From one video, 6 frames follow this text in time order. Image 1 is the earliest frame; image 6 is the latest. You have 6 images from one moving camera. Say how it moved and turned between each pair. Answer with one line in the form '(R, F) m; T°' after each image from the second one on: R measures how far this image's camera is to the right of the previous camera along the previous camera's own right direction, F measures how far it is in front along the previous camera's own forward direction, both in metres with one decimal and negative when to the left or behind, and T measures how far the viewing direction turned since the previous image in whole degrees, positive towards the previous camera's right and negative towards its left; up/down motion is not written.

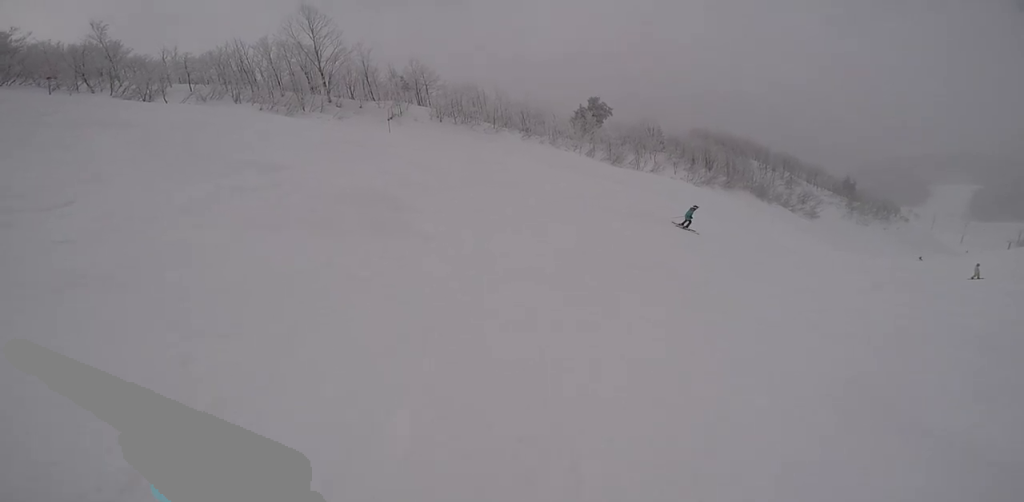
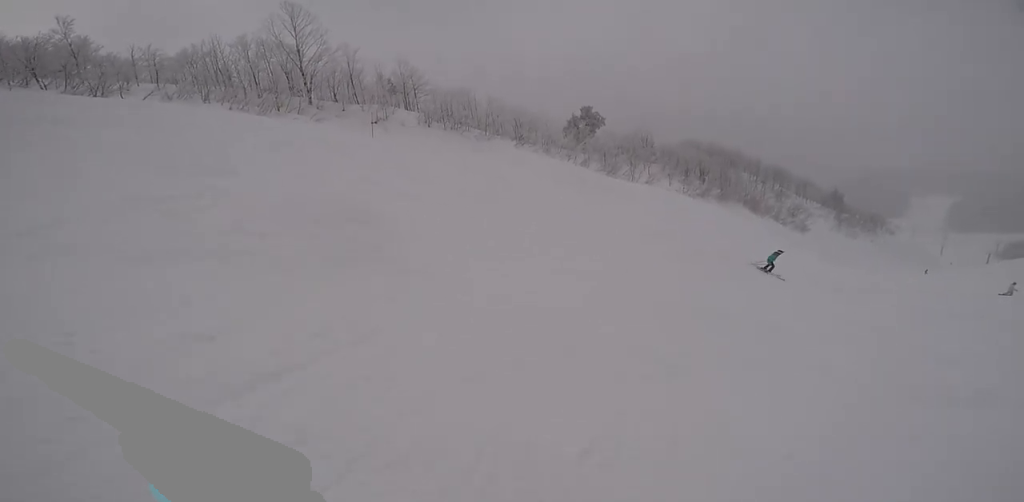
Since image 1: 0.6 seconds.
(0.0, +2.9) m; +10°
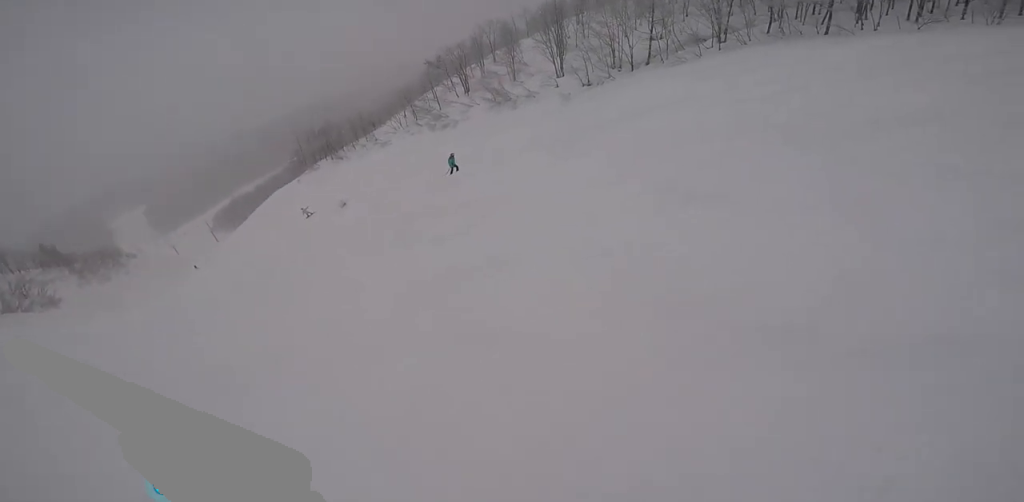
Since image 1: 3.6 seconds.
(+8.4, +6.0) m; +97°
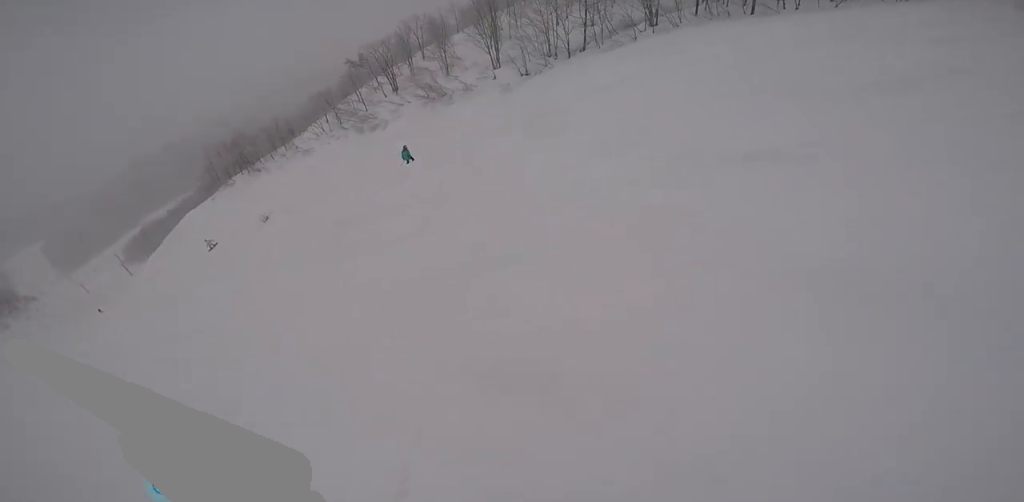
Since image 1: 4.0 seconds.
(+0.2, +1.9) m; +13°
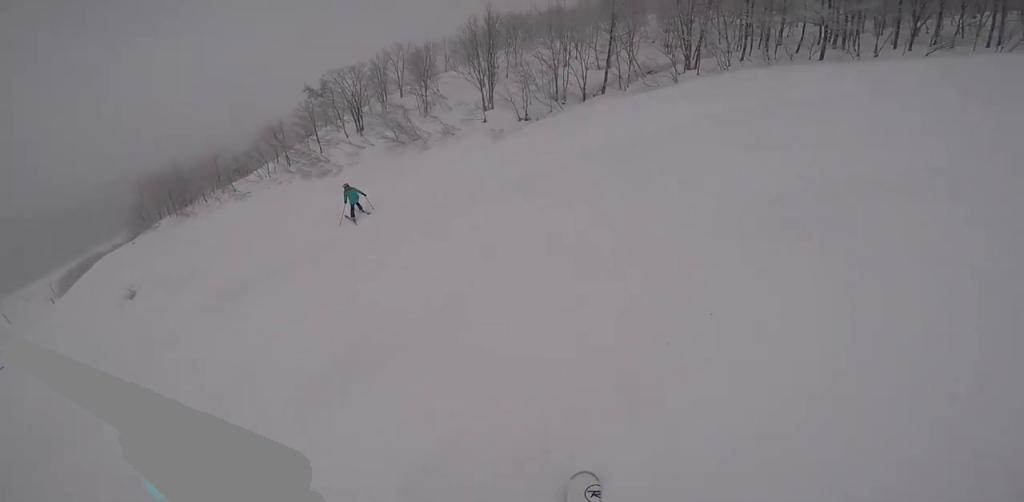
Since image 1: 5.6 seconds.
(+2.2, +6.4) m; +20°
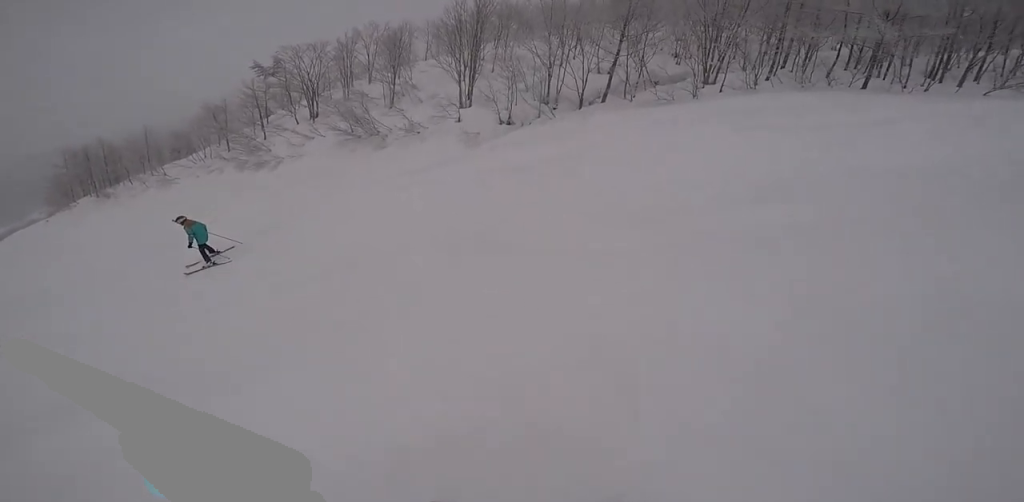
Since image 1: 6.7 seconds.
(-0.4, +4.1) m; -11°
